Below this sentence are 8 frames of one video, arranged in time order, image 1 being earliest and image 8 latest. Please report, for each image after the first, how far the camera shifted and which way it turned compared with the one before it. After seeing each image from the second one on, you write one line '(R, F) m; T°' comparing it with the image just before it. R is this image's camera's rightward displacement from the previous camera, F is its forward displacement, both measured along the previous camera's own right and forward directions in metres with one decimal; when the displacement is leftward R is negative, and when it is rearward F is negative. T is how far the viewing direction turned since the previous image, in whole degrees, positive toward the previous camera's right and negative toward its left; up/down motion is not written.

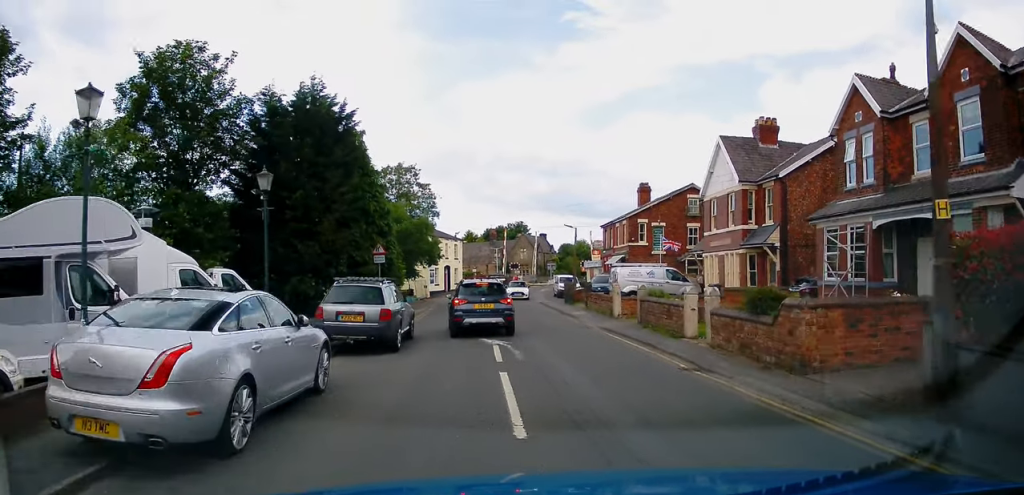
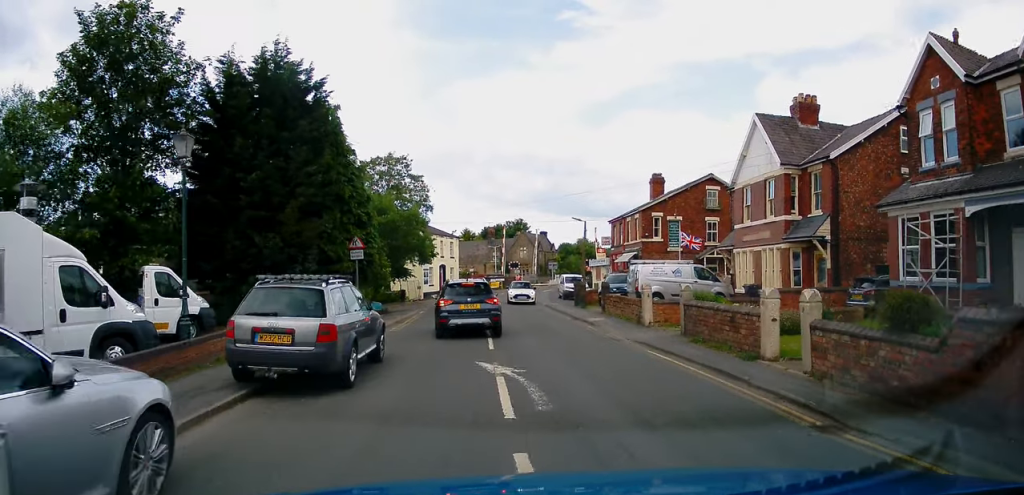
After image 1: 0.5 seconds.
(-0.1, +4.8) m; +1°
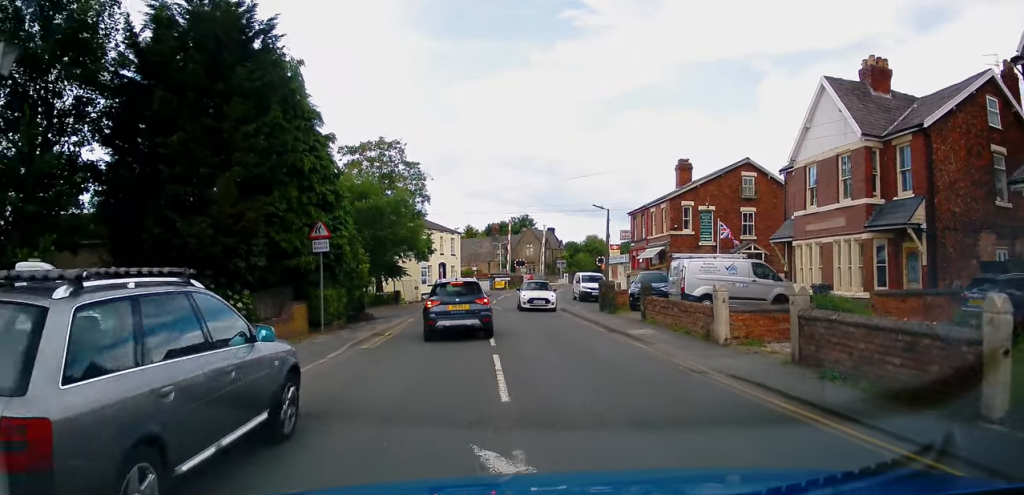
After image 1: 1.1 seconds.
(+0.1, +5.5) m; 0°
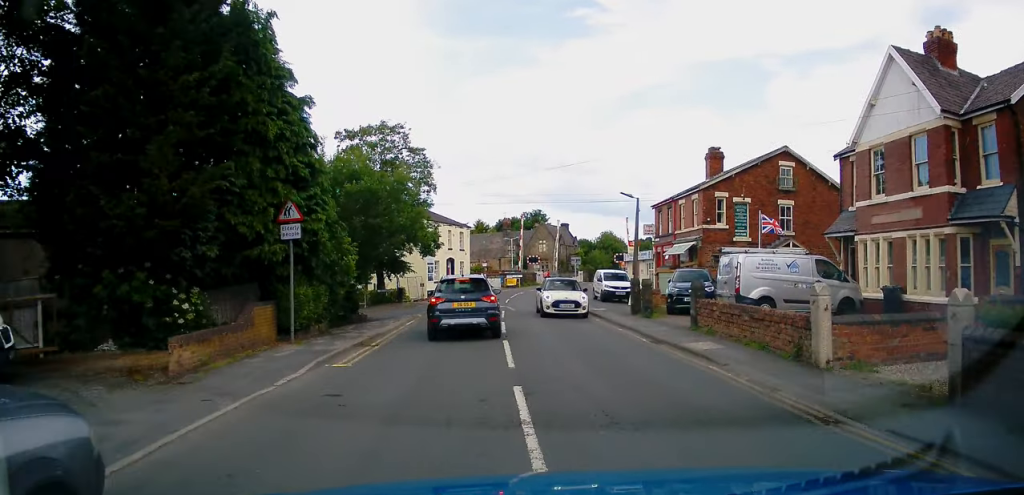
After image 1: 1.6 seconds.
(+0.1, +3.8) m; 0°
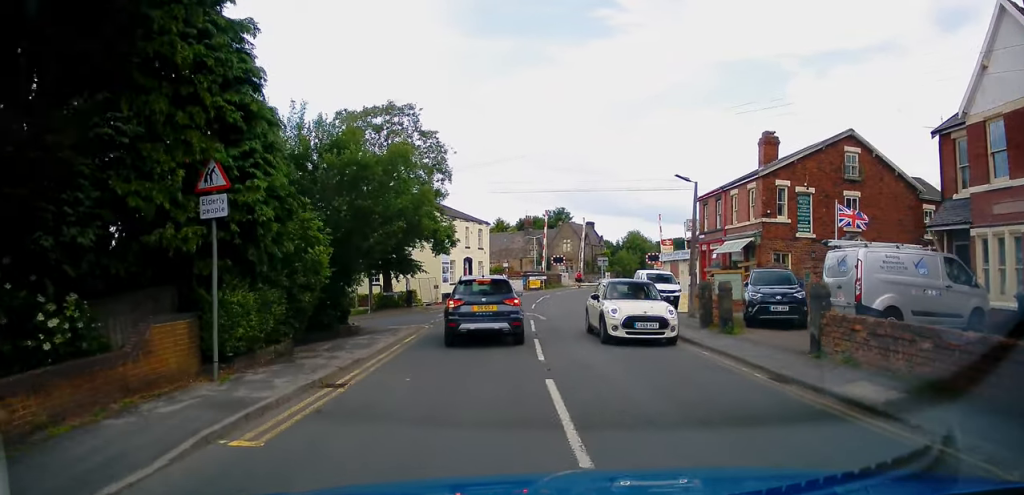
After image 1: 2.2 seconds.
(-0.1, +5.3) m; -2°
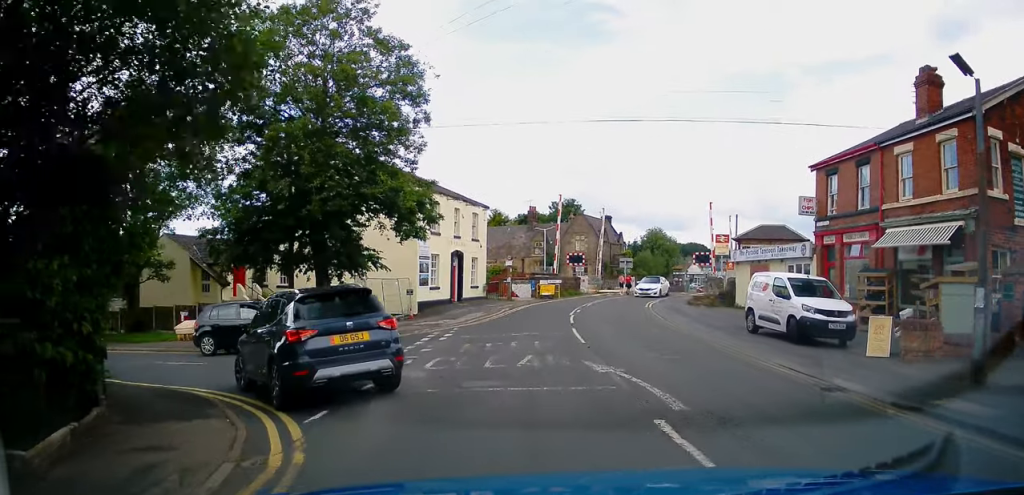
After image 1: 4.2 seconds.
(-0.4, +14.5) m; +1°
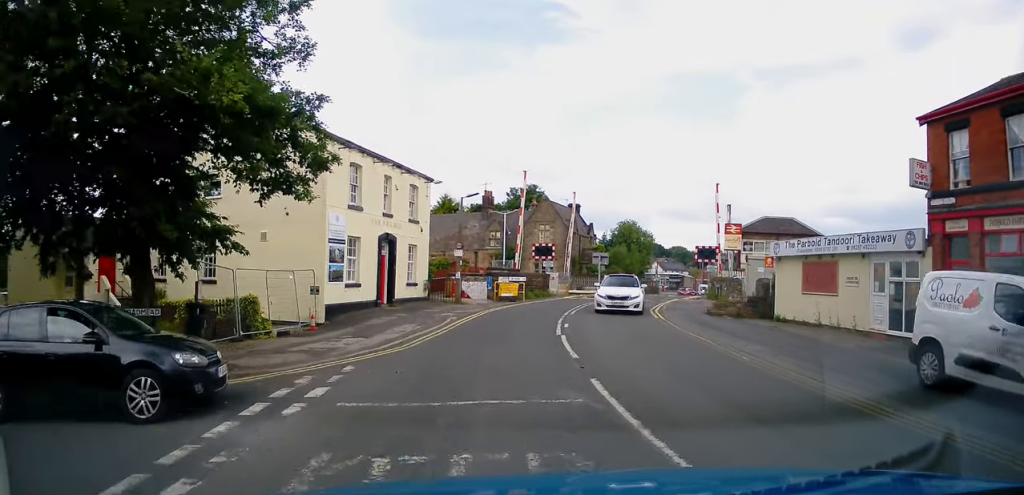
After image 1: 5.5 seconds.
(+0.4, +9.7) m; +3°
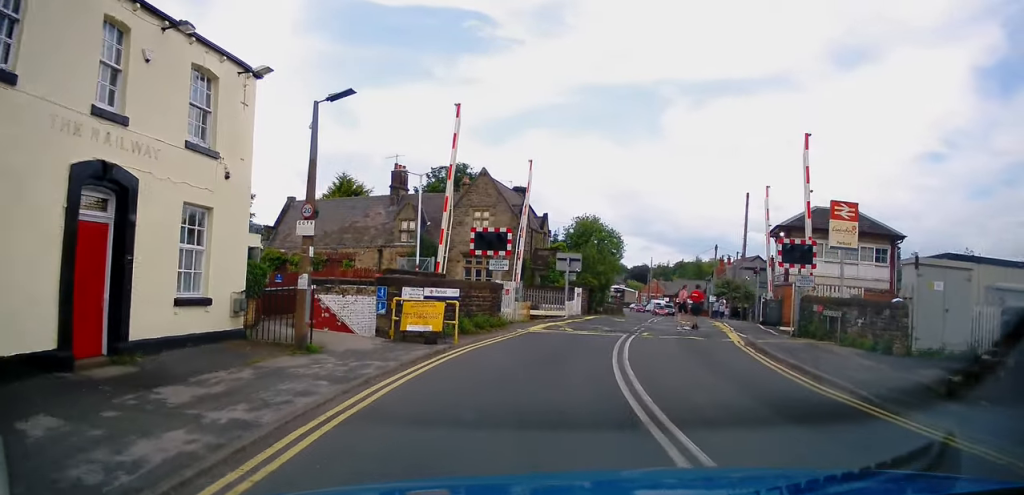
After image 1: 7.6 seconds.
(+1.2, +16.7) m; +11°
